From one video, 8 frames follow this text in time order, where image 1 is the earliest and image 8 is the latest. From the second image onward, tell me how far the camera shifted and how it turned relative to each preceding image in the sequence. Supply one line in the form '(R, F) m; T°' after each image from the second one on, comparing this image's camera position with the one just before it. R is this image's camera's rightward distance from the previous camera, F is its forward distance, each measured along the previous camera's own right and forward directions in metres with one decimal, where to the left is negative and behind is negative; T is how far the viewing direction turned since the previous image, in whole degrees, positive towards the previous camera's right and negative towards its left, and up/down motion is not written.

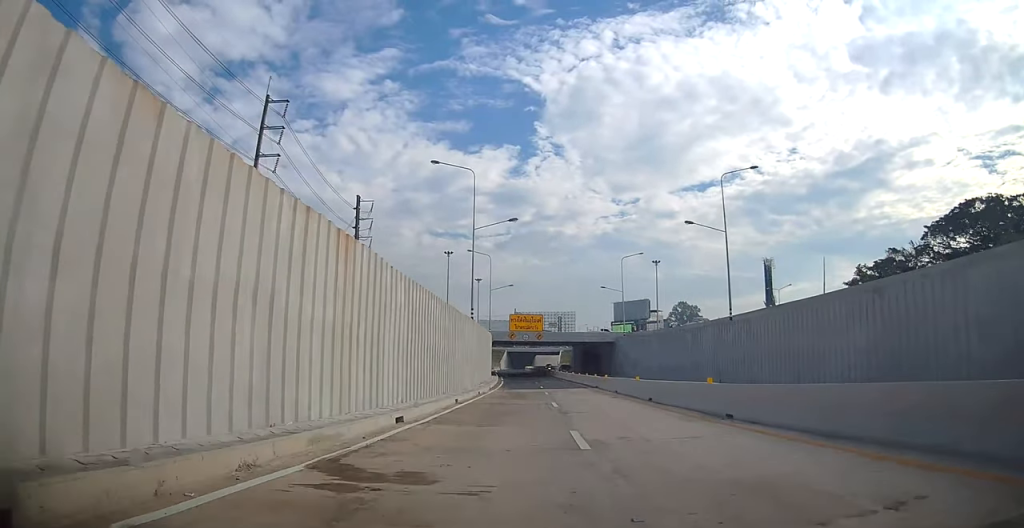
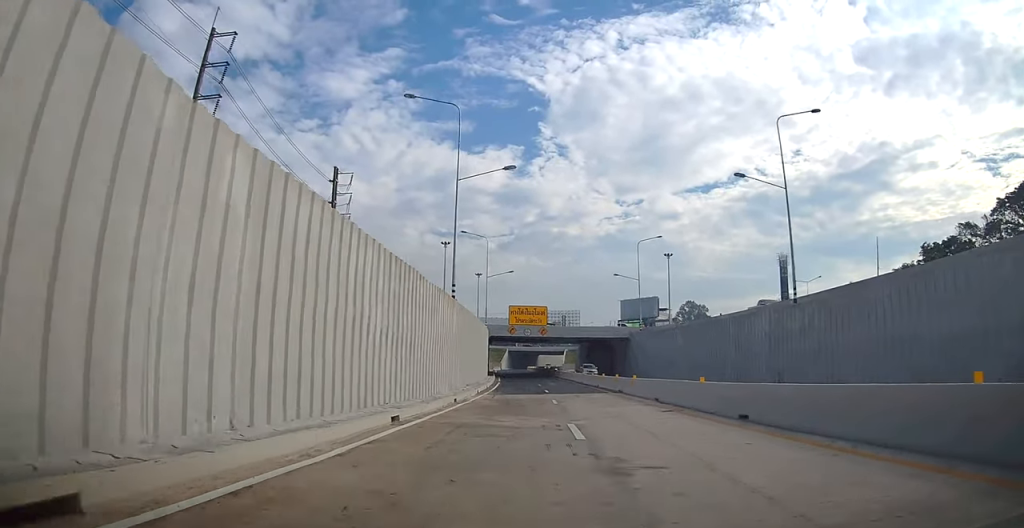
(+0.3, +10.8) m; +1°
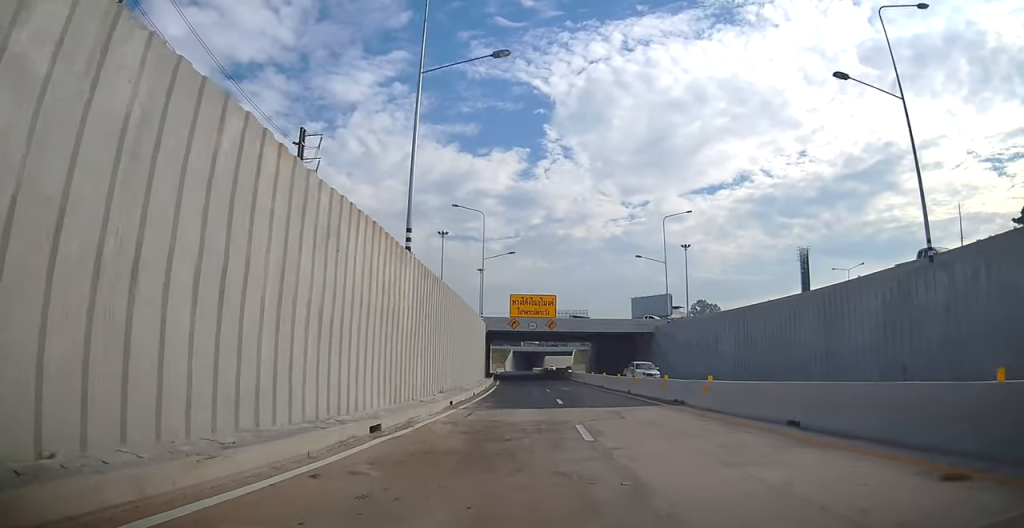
(+0.1, +12.3) m; -1°
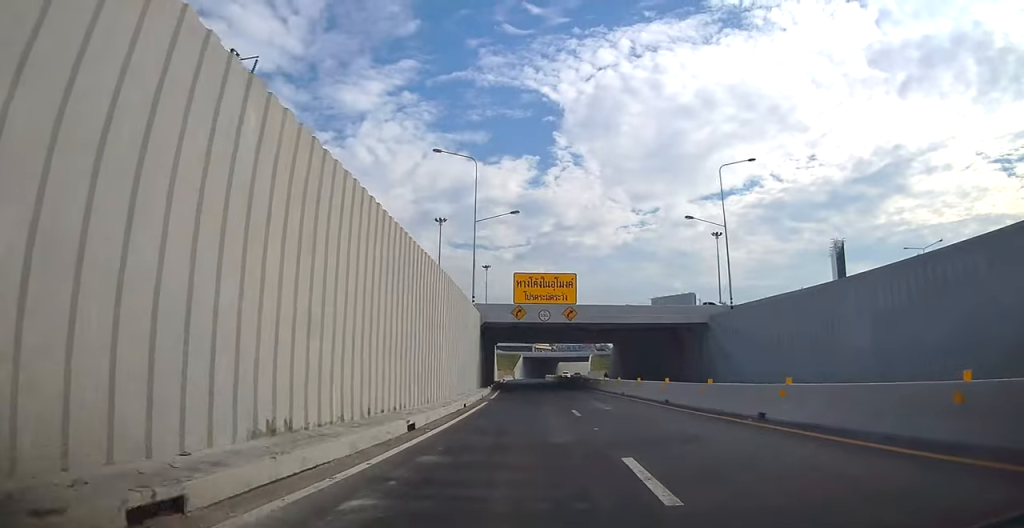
(-0.6, +17.0) m; -2°
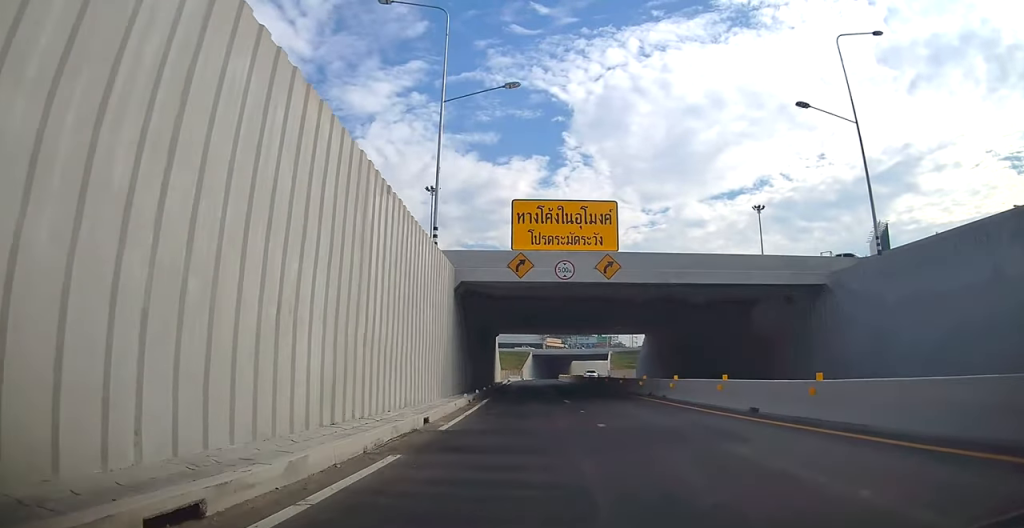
(+0.3, +19.6) m; 0°
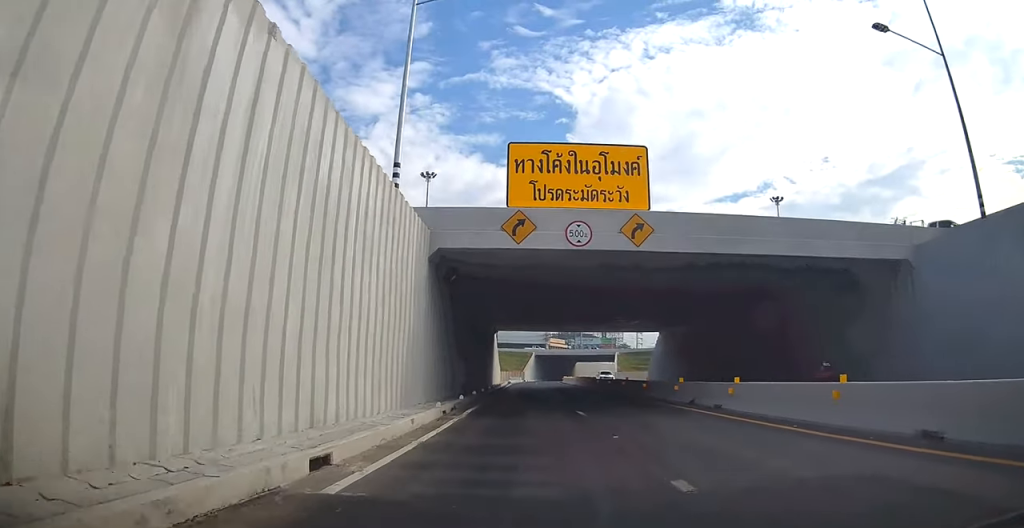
(-0.3, +7.2) m; 0°
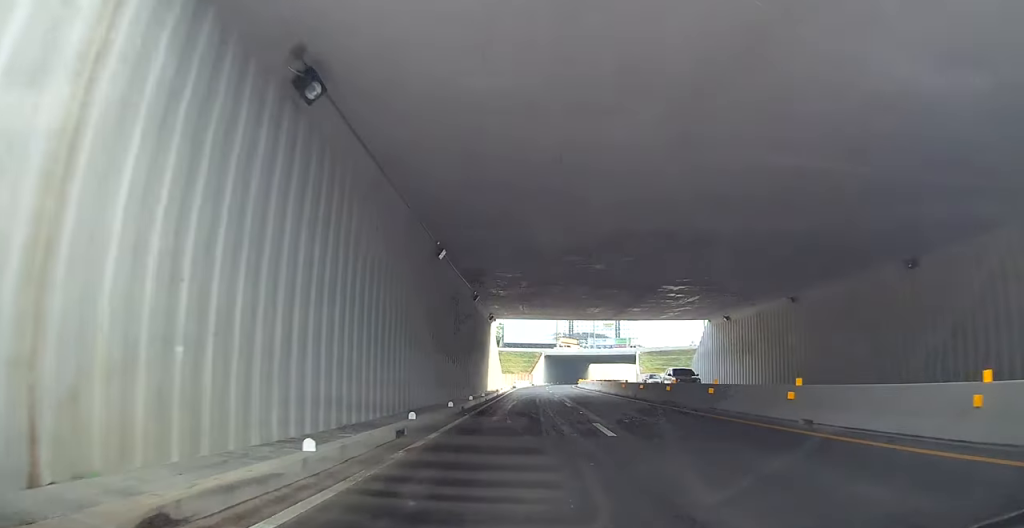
(+0.3, +16.6) m; +1°
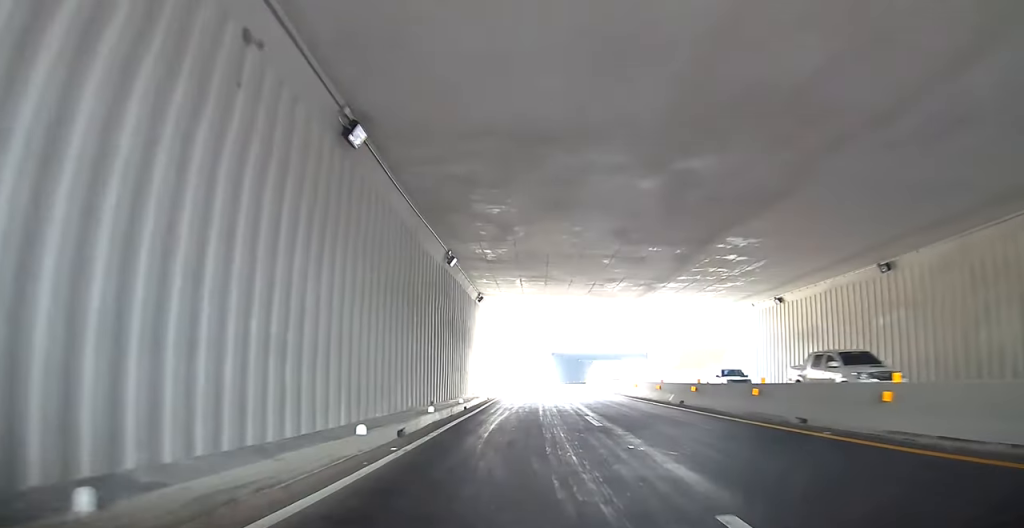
(-0.1, +10.0) m; 0°
